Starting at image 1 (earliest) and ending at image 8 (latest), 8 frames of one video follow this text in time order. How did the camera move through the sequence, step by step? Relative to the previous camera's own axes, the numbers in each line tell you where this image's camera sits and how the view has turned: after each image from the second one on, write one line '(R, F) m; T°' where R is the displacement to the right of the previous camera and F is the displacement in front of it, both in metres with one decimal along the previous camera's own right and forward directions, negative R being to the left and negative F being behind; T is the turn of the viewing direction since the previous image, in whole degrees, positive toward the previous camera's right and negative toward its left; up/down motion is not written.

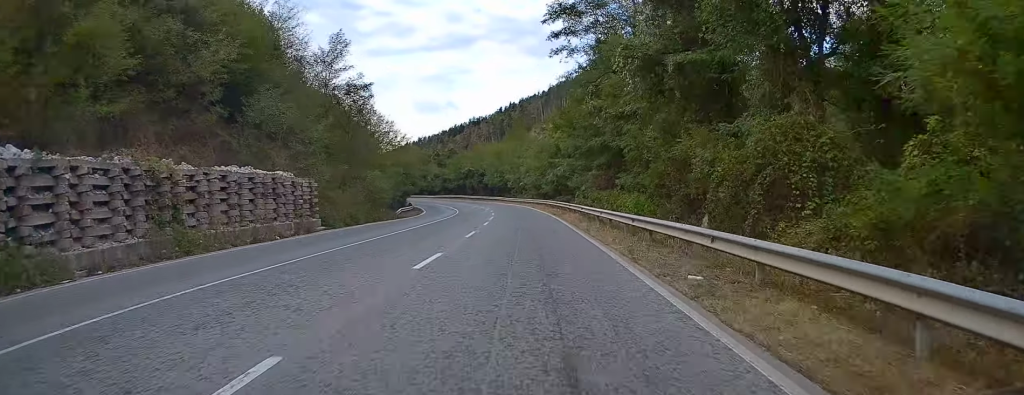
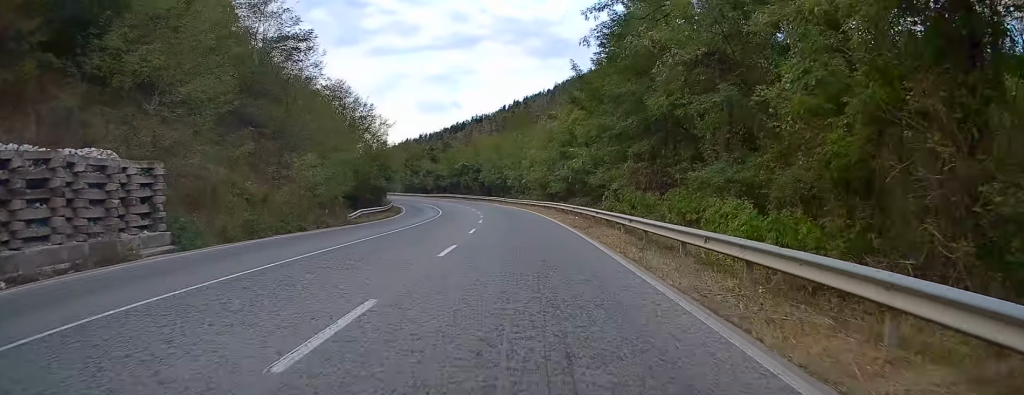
(-0.1, +15.3) m; -1°
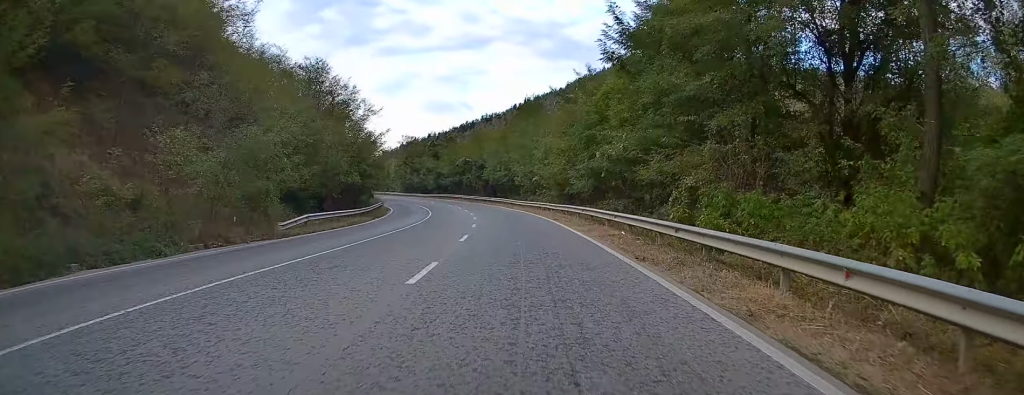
(0.0, +12.9) m; -1°
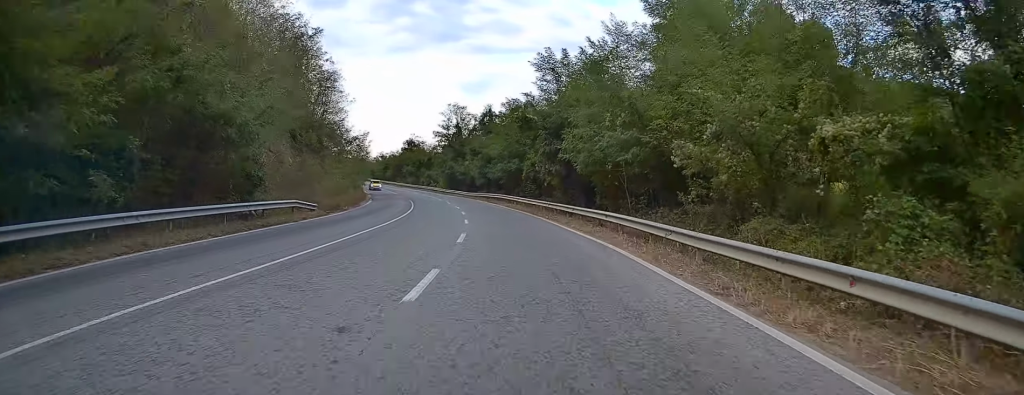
(-1.5, +46.9) m; -5°
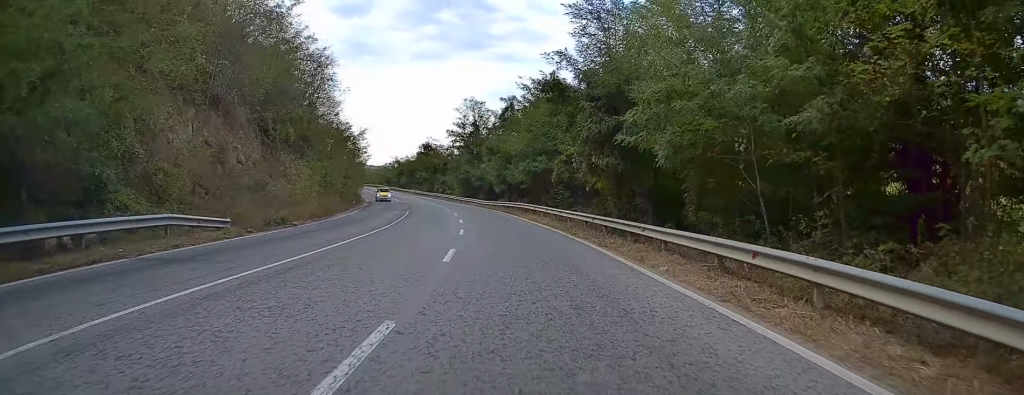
(-0.4, +12.9) m; -2°
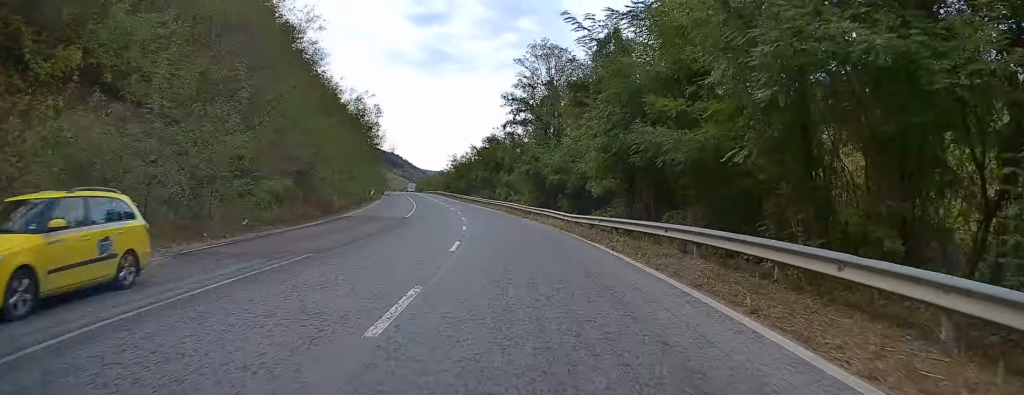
(-1.7, +34.0) m; -7°
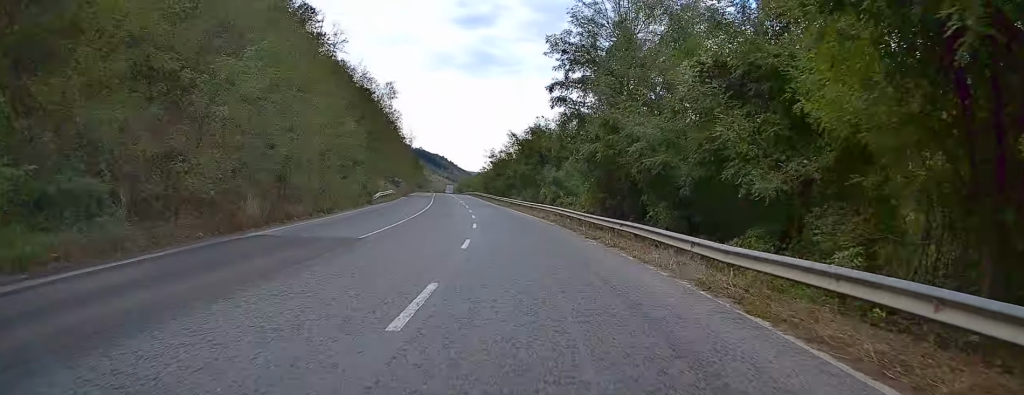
(-0.7, +17.8) m; -4°
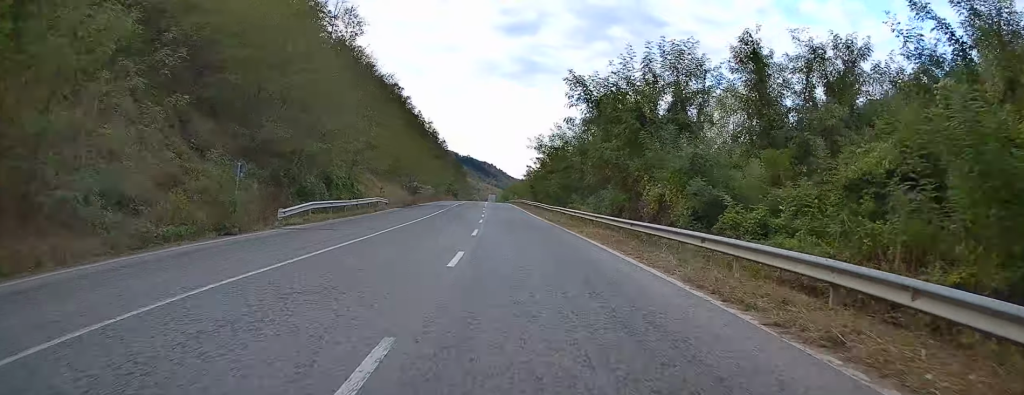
(-1.7, +30.9) m; -6°
